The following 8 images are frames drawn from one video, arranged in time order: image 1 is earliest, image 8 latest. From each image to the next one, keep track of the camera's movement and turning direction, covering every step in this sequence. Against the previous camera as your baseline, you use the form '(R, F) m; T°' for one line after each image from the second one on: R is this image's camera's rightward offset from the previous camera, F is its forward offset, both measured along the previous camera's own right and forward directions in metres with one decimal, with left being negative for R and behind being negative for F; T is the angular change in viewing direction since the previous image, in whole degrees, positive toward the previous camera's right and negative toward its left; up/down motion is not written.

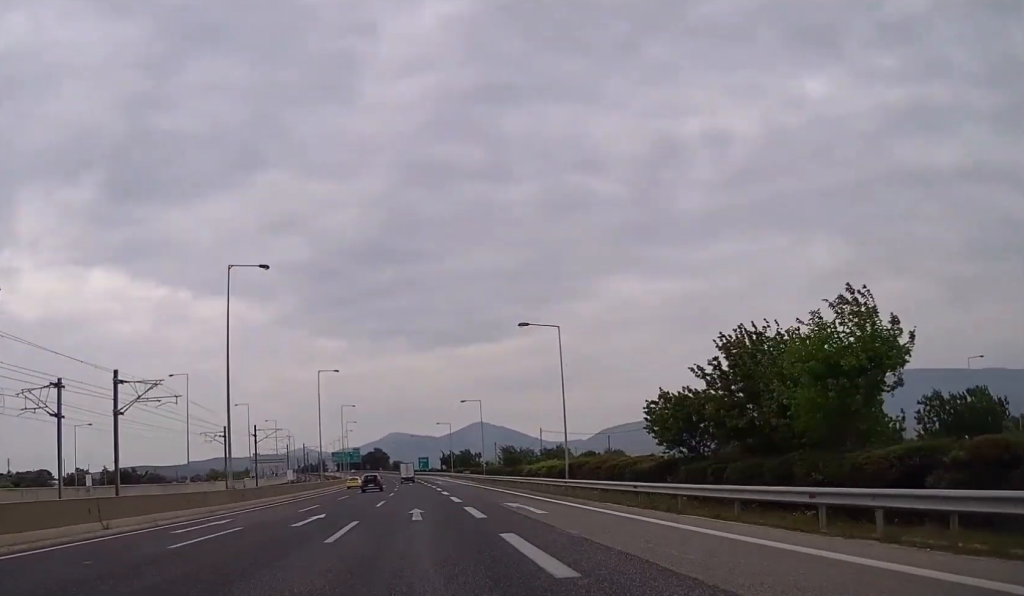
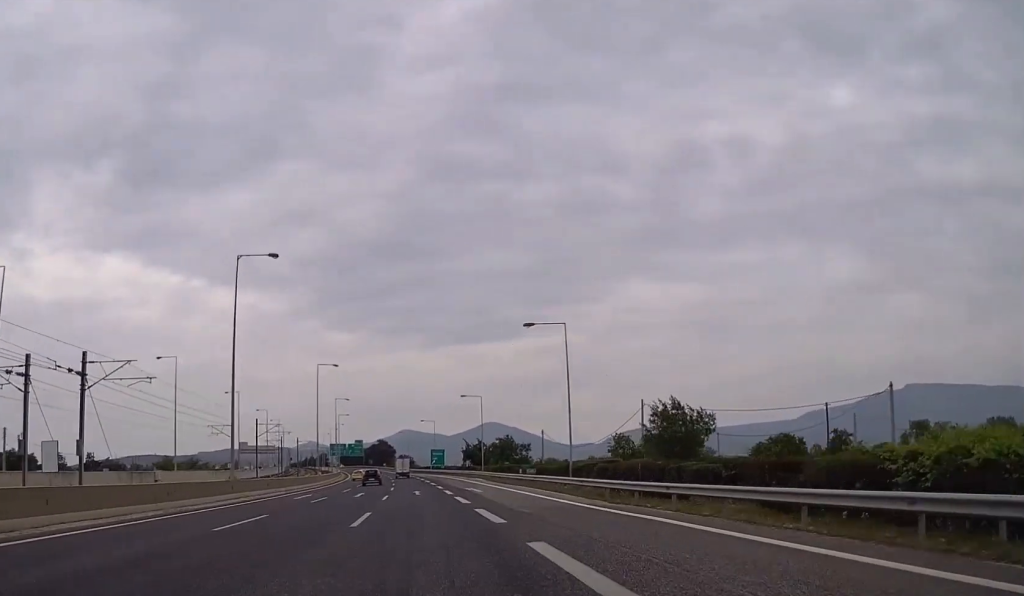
(-0.2, +50.6) m; -1°
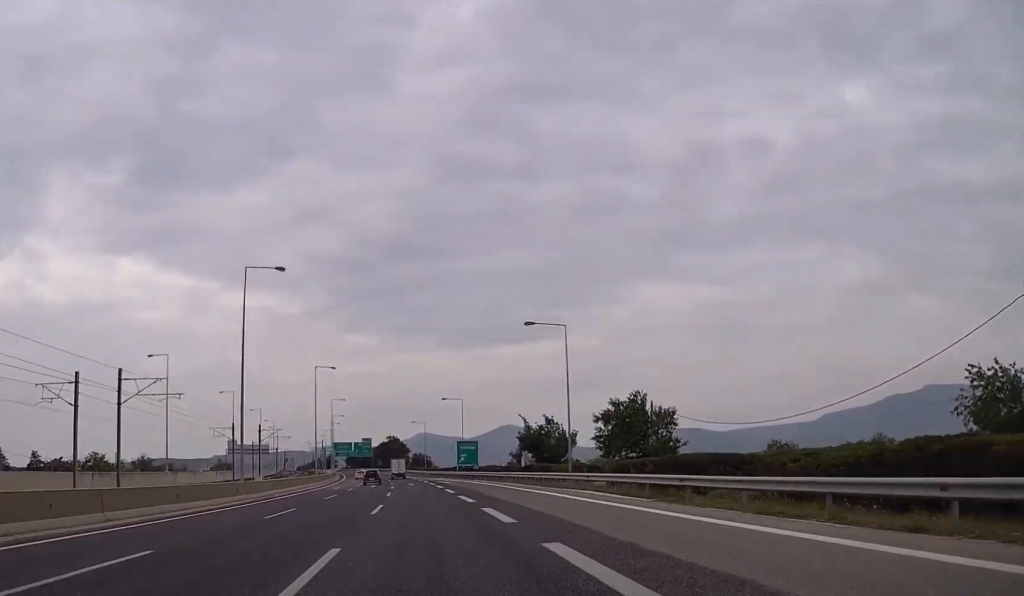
(-0.3, +48.3) m; -1°
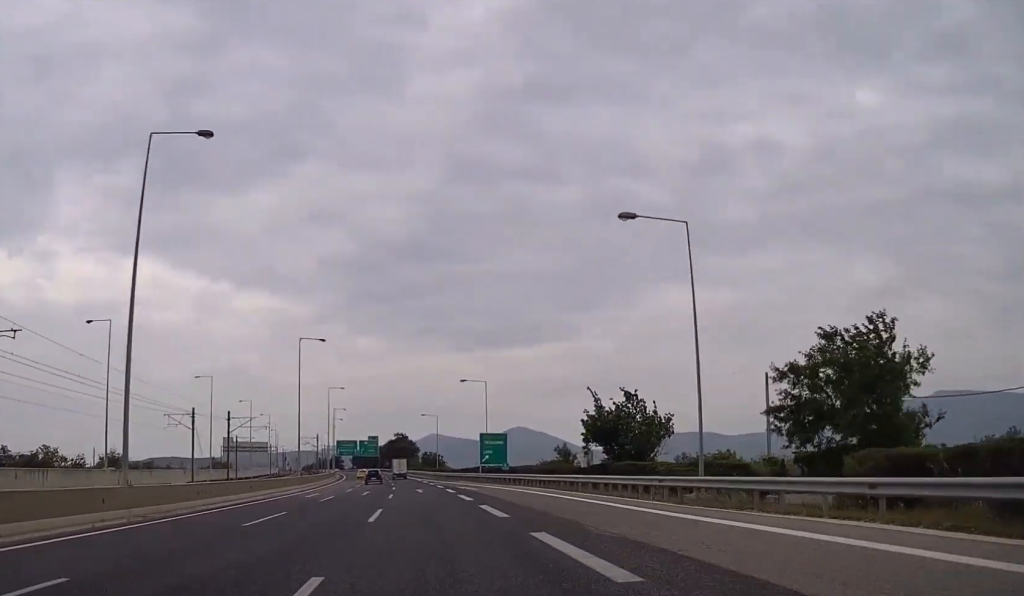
(-0.3, +21.5) m; -1°
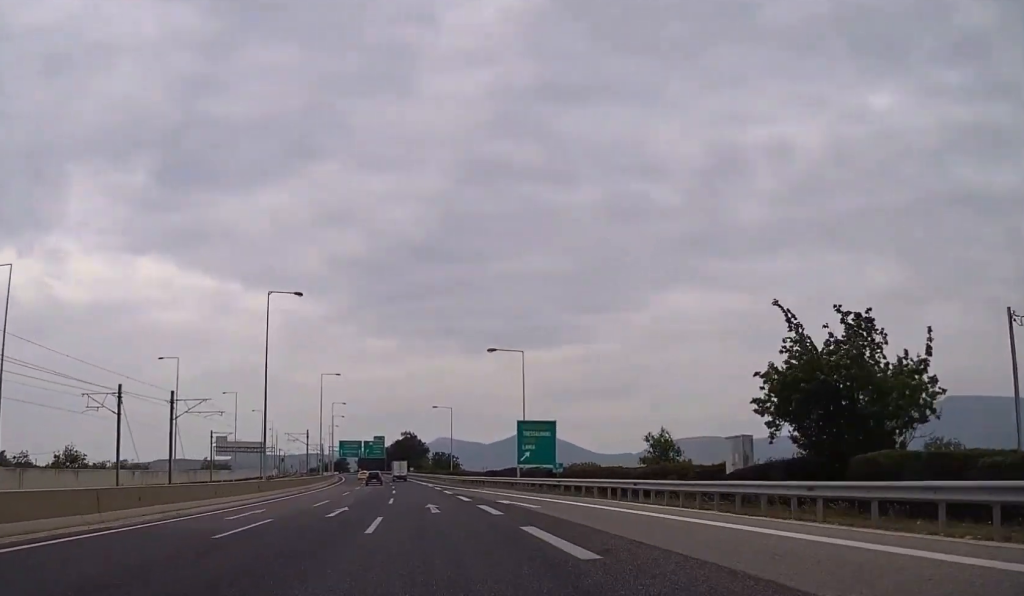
(-0.1, +21.6) m; -1°
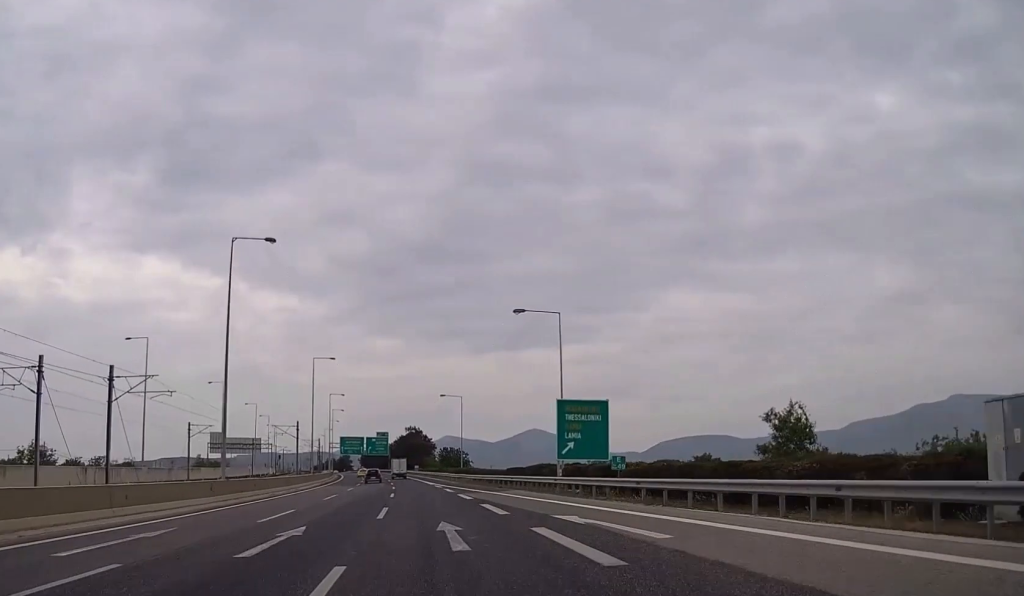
(+0.1, +13.1) m; 0°
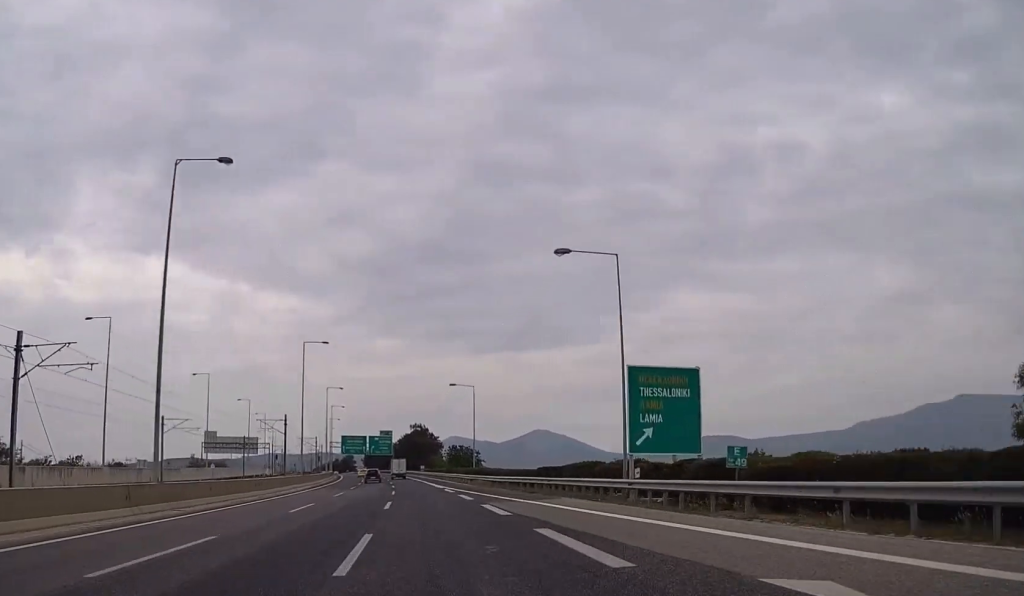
(-0.1, +12.2) m; -1°
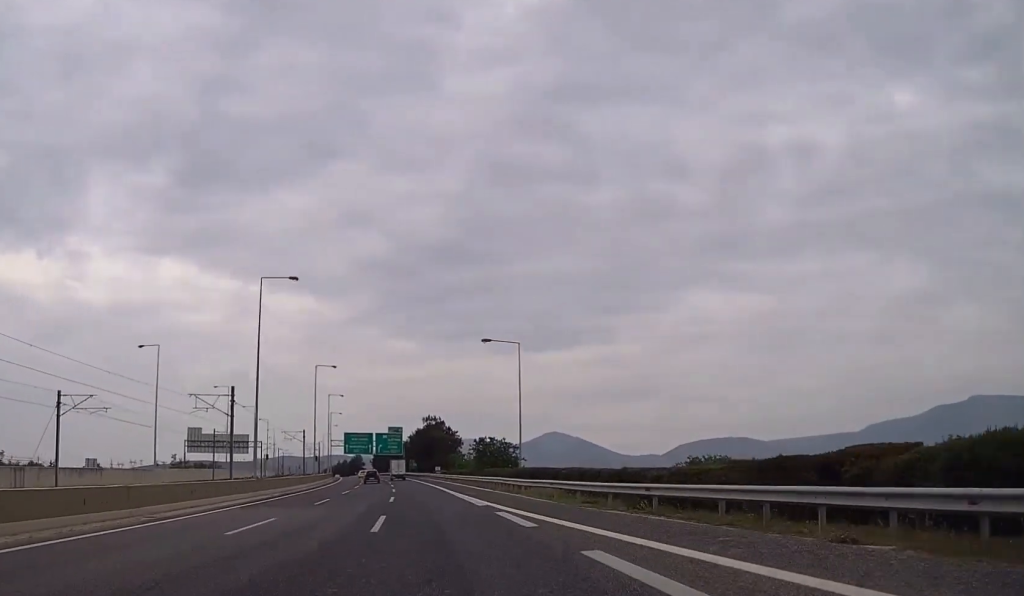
(-0.3, +28.2) m; -1°
